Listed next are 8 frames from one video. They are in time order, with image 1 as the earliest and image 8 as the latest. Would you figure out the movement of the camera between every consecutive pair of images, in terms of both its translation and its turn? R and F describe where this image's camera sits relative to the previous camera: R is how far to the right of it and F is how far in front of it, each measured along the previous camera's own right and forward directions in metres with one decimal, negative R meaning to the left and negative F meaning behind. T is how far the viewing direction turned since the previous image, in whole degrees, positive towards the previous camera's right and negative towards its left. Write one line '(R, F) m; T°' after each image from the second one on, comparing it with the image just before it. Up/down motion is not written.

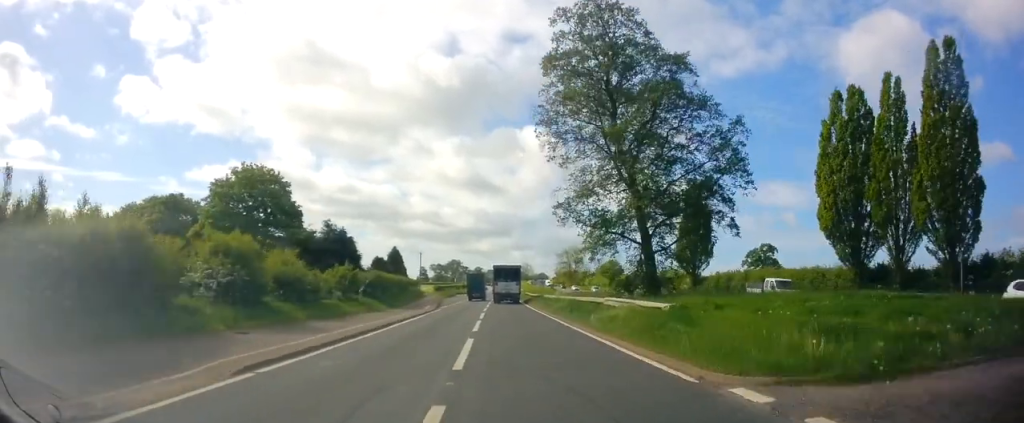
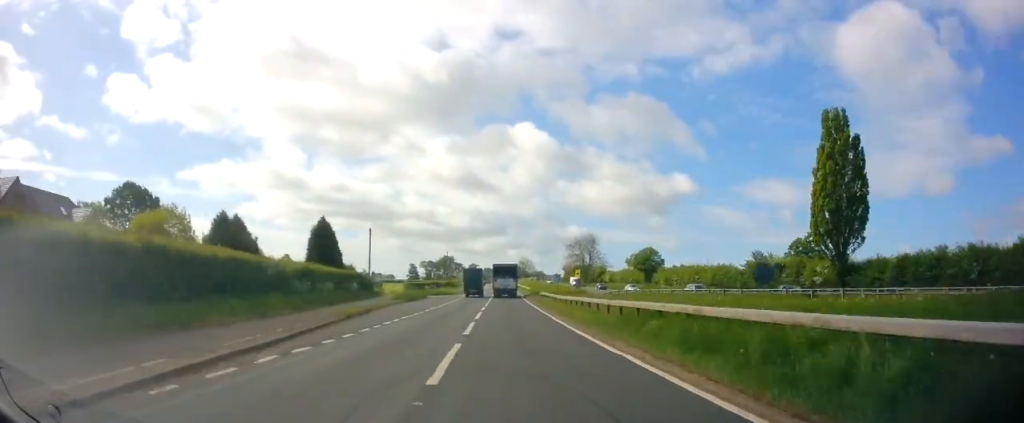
(0.0, +36.1) m; 0°
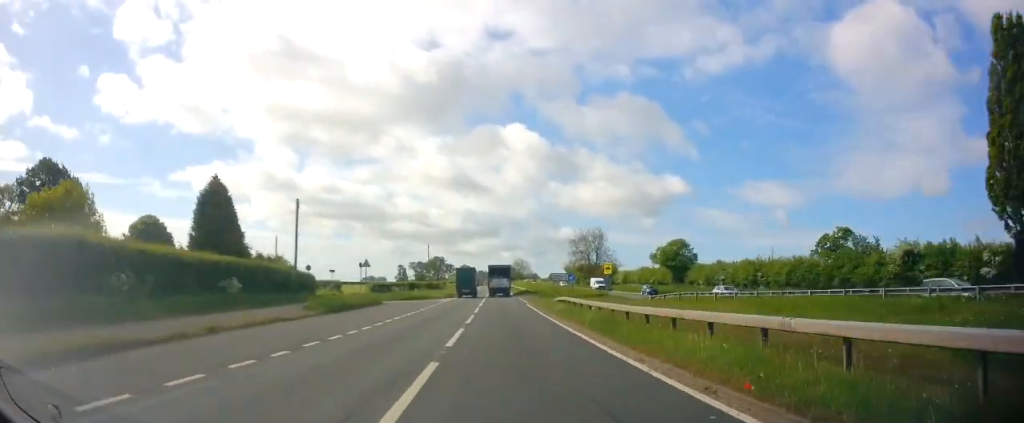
(+0.4, +20.9) m; +1°
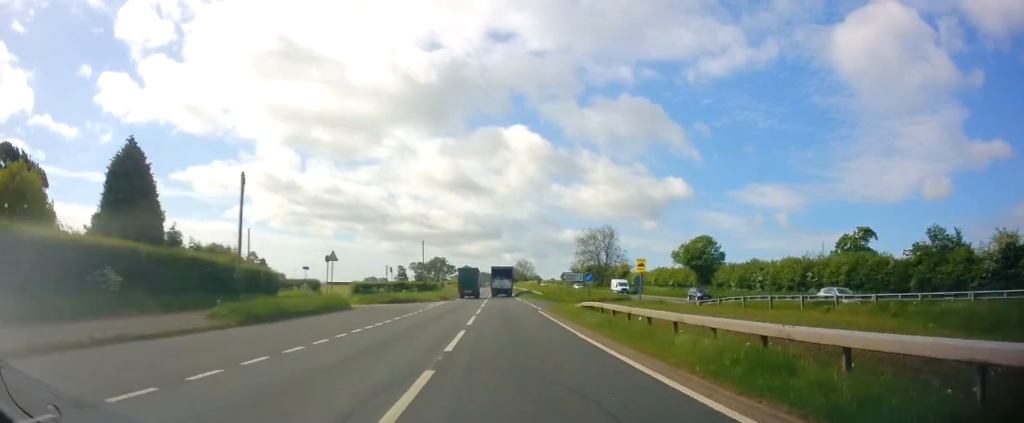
(0.0, +9.6) m; 0°
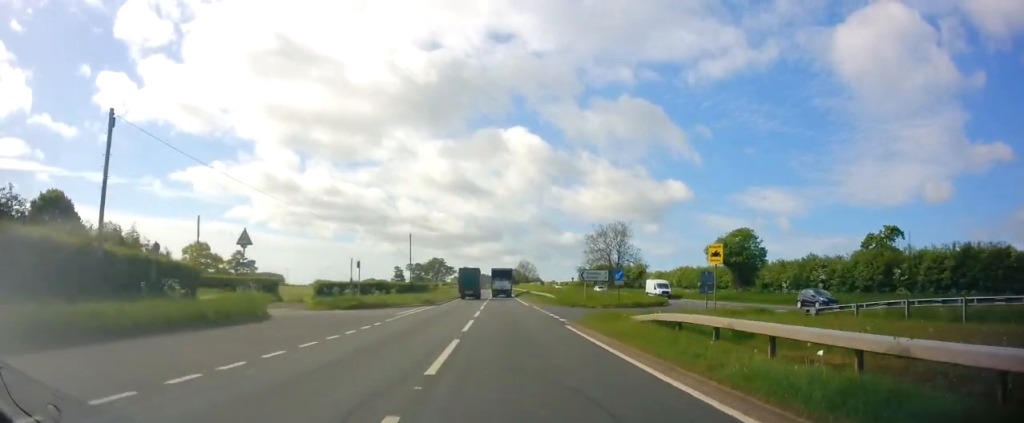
(0.0, +12.3) m; 0°
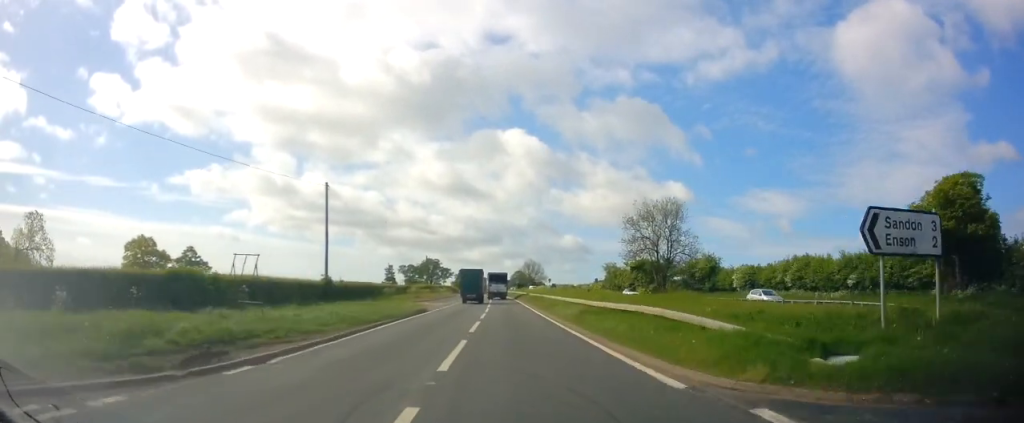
(0.0, +34.1) m; 0°
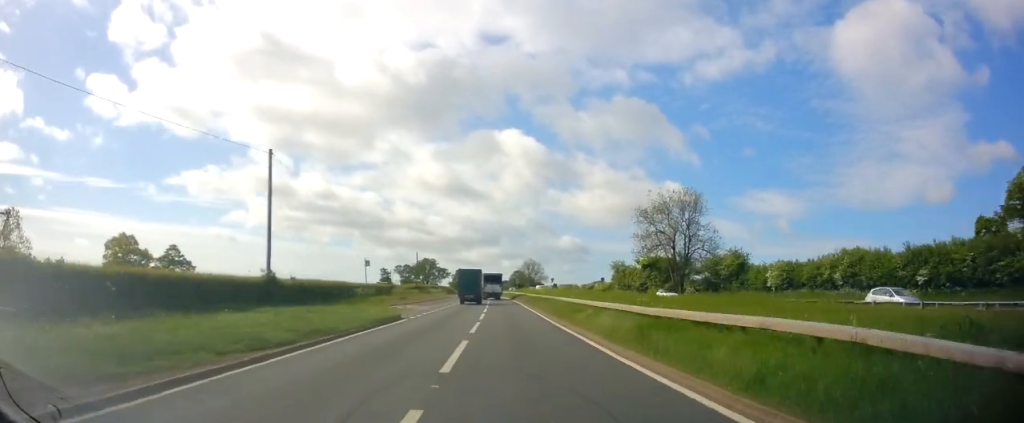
(0.0, +8.7) m; 0°
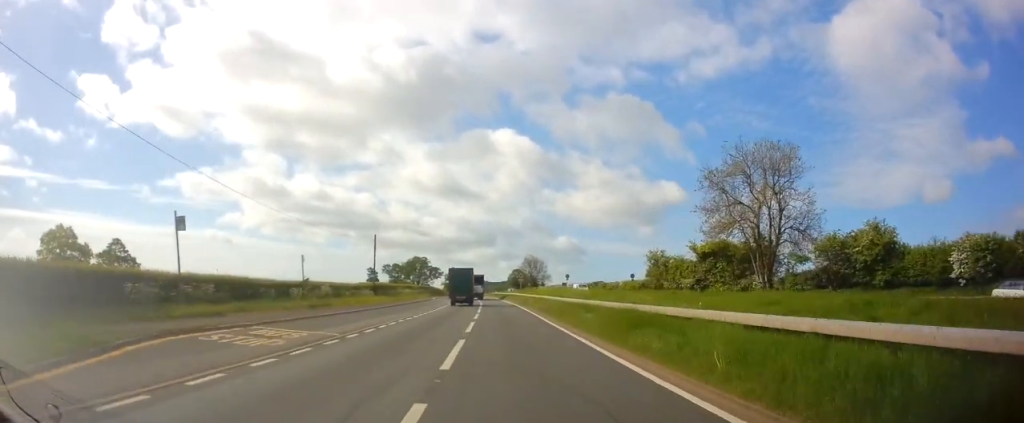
(0.0, +25.8) m; 0°
